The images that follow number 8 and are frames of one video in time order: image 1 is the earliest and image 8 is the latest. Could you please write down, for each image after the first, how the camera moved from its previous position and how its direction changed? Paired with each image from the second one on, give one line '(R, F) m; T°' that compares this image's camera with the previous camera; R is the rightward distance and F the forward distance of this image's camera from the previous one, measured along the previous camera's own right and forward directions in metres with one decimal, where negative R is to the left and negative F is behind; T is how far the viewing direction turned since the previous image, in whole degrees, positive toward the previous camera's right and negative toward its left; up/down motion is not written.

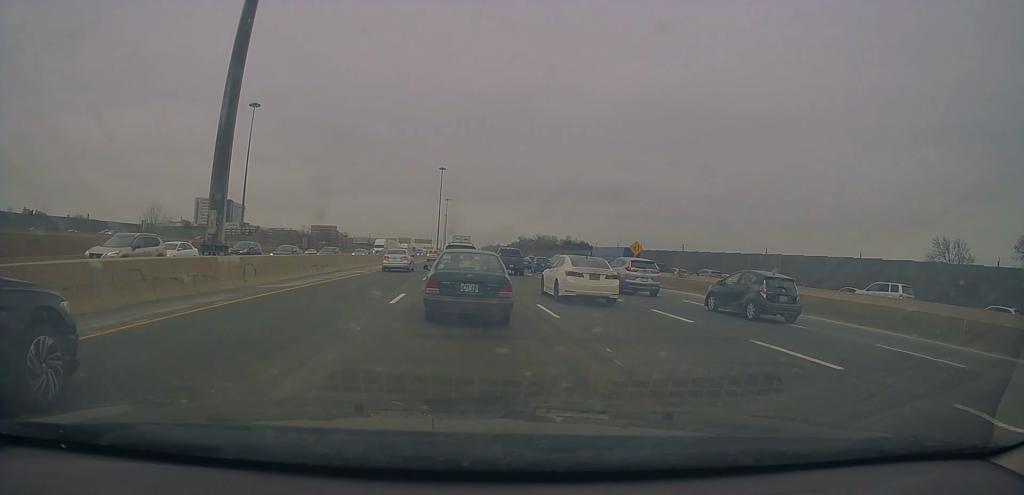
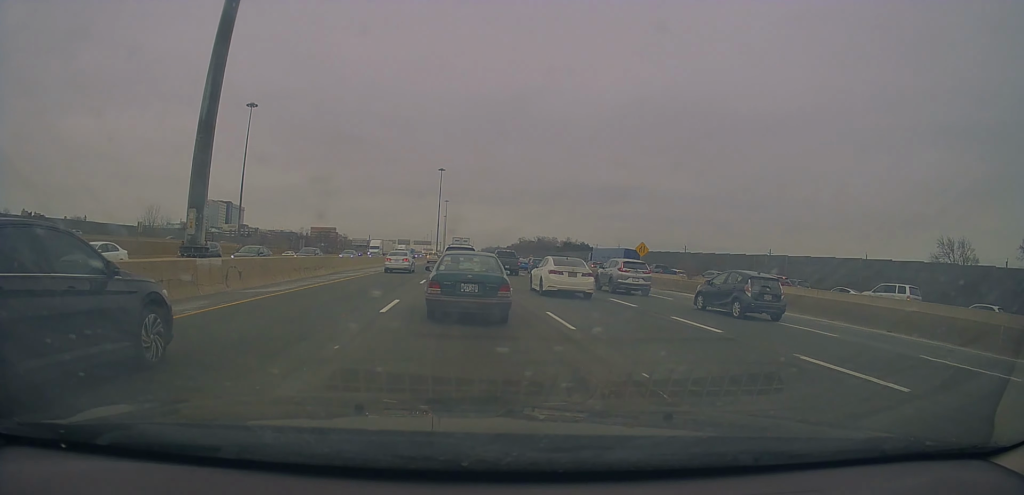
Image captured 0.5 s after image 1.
(-0.1, +2.0) m; -1°
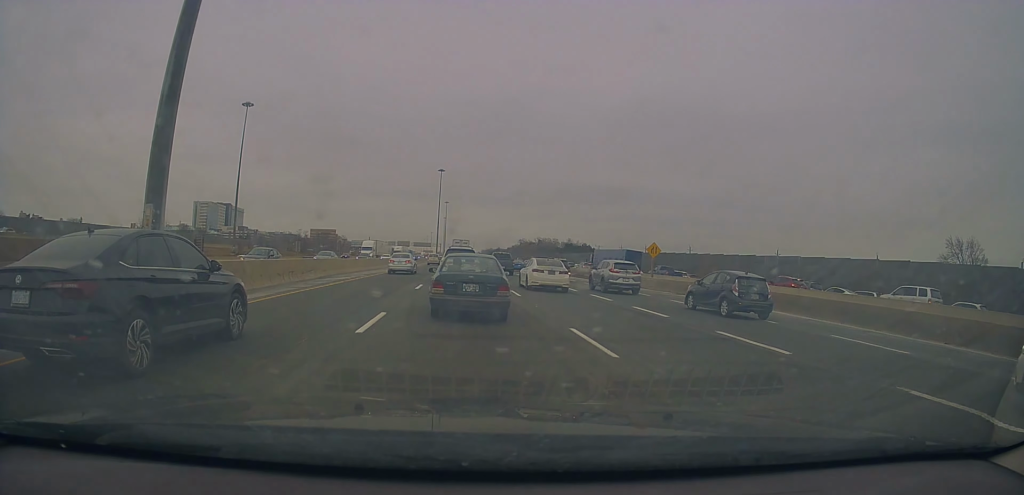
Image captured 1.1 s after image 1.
(0.0, +2.8) m; +1°
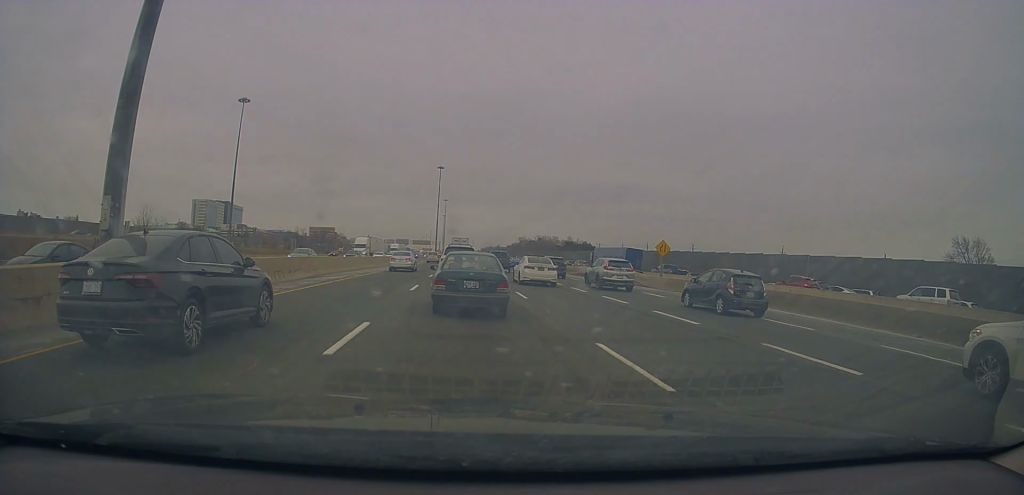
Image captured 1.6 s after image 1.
(0.0, +1.9) m; +1°
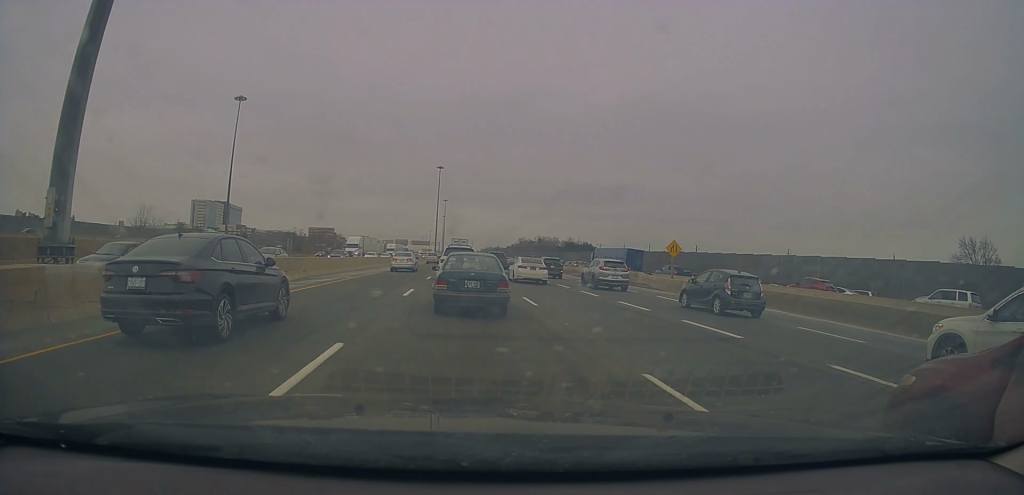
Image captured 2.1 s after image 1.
(0.0, +1.8) m; 0°
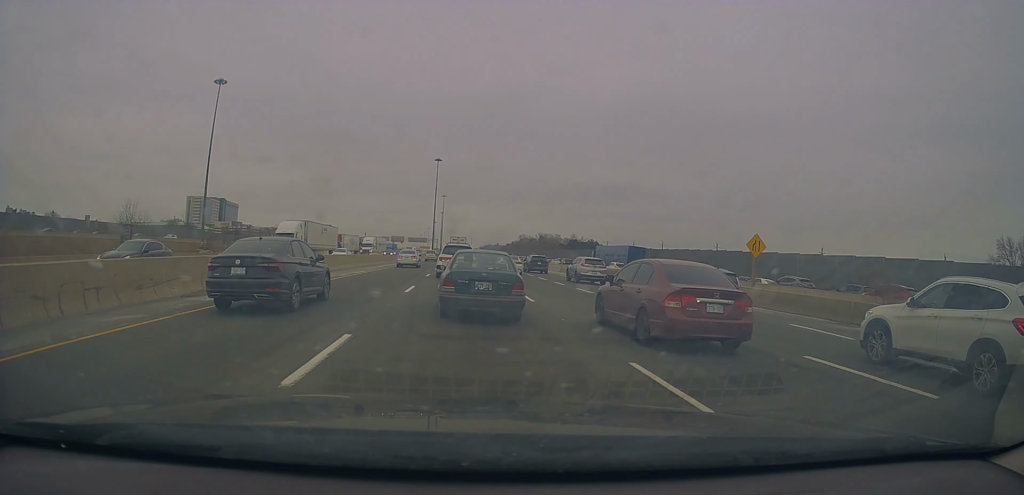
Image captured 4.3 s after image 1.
(+0.2, +9.9) m; +2°
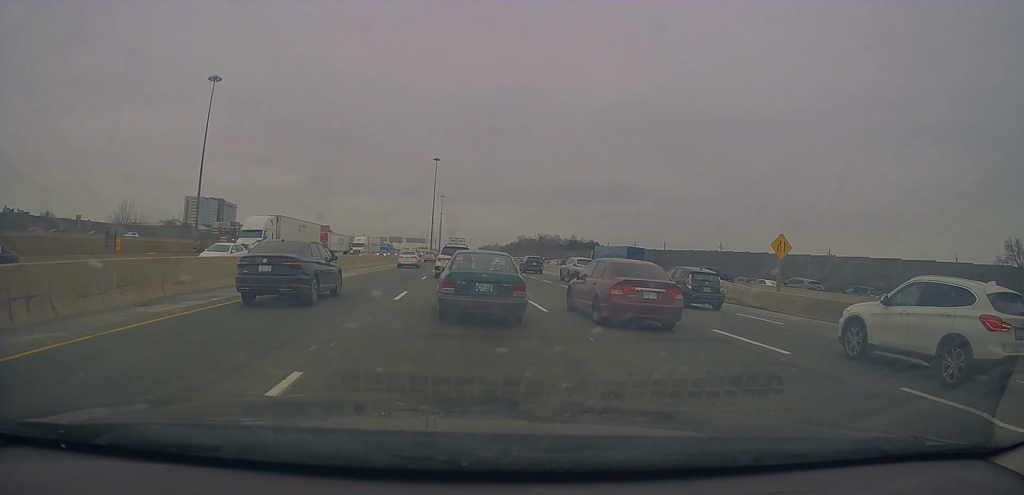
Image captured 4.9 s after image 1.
(0.0, +2.9) m; 0°
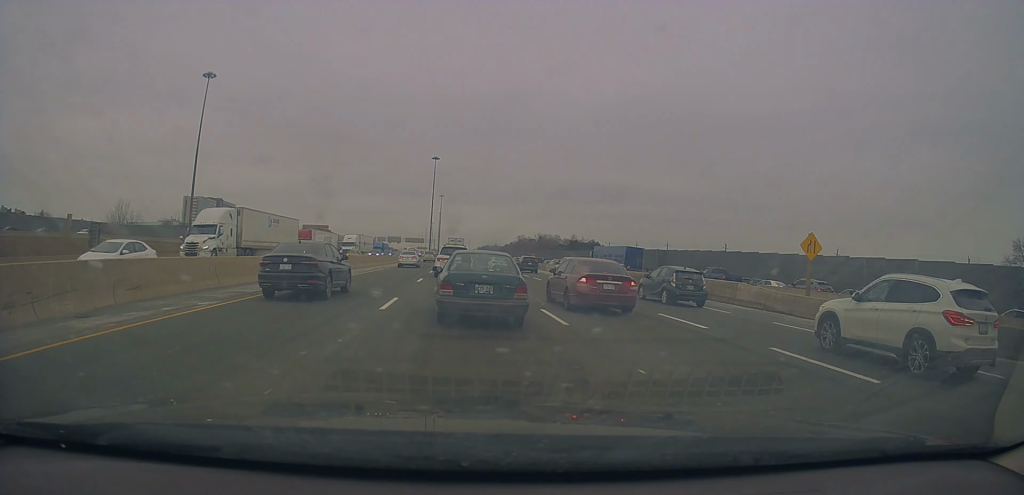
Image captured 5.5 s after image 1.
(0.0, +3.0) m; 0°
